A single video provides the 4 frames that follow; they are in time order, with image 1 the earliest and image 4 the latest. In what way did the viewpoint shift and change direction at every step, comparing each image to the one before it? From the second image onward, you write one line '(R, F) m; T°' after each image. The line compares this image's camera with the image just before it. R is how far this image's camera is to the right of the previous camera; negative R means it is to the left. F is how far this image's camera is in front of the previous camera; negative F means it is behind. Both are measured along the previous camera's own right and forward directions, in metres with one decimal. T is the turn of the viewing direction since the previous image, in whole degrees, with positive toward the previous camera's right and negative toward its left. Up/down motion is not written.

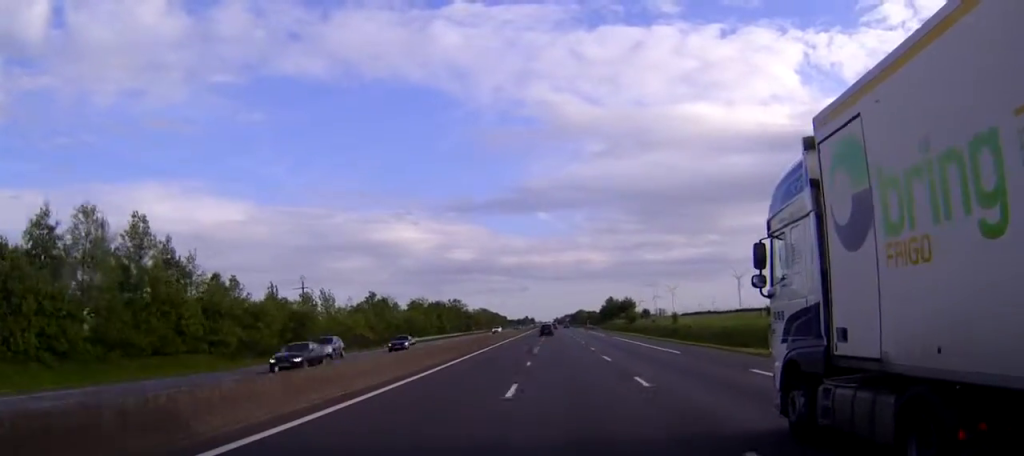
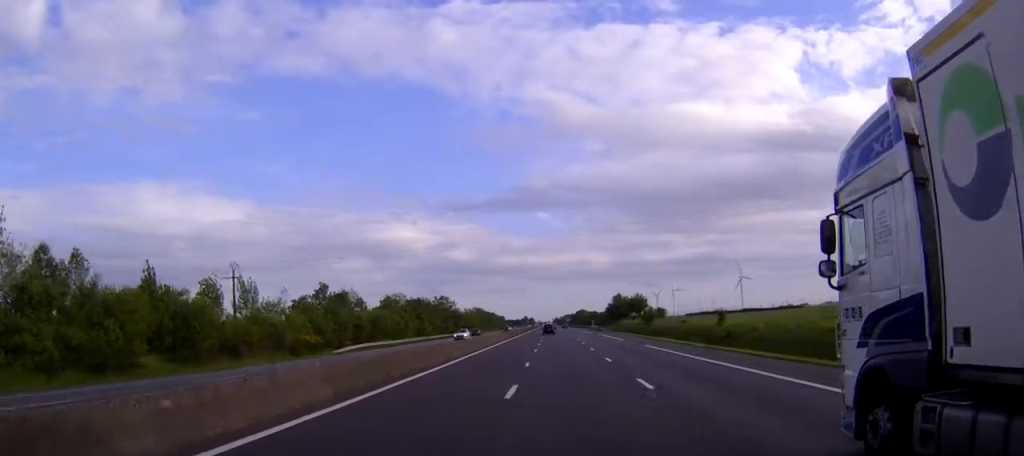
(+0.1, +26.7) m; 0°
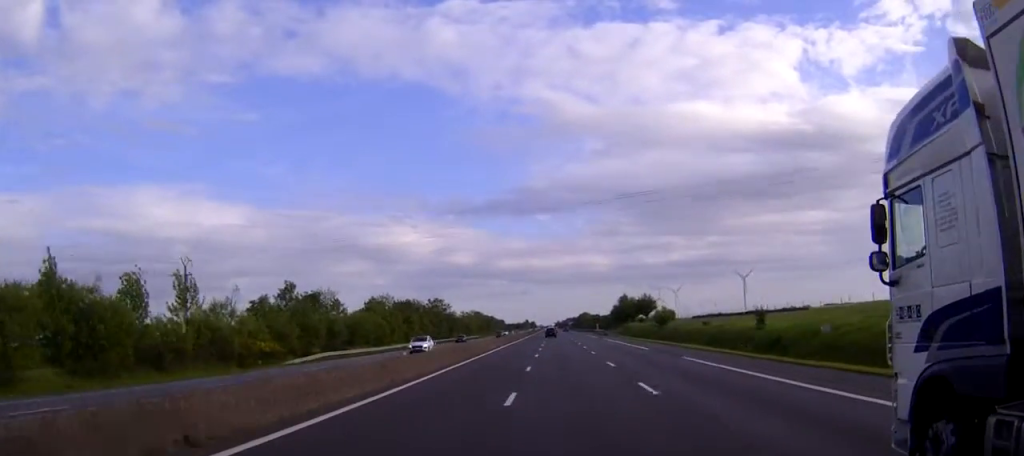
(0.0, +13.4) m; 0°
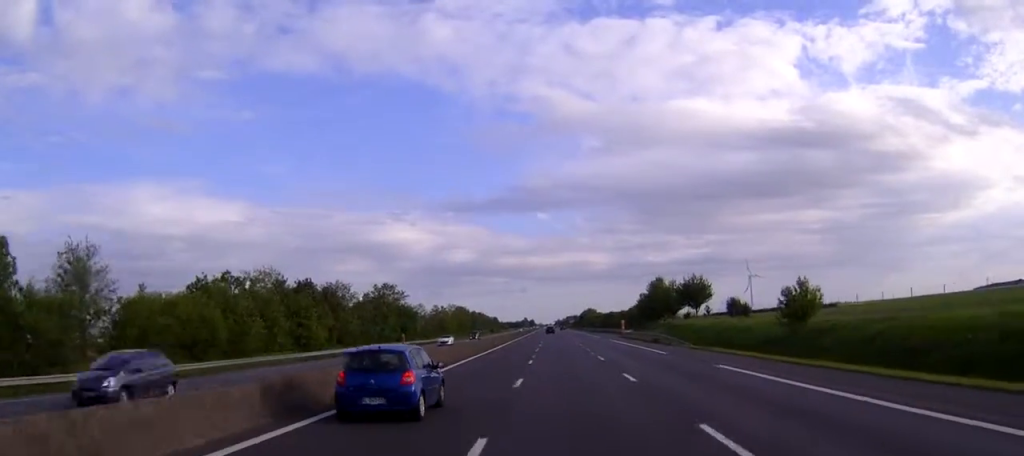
(-0.1, +60.1) m; 0°
